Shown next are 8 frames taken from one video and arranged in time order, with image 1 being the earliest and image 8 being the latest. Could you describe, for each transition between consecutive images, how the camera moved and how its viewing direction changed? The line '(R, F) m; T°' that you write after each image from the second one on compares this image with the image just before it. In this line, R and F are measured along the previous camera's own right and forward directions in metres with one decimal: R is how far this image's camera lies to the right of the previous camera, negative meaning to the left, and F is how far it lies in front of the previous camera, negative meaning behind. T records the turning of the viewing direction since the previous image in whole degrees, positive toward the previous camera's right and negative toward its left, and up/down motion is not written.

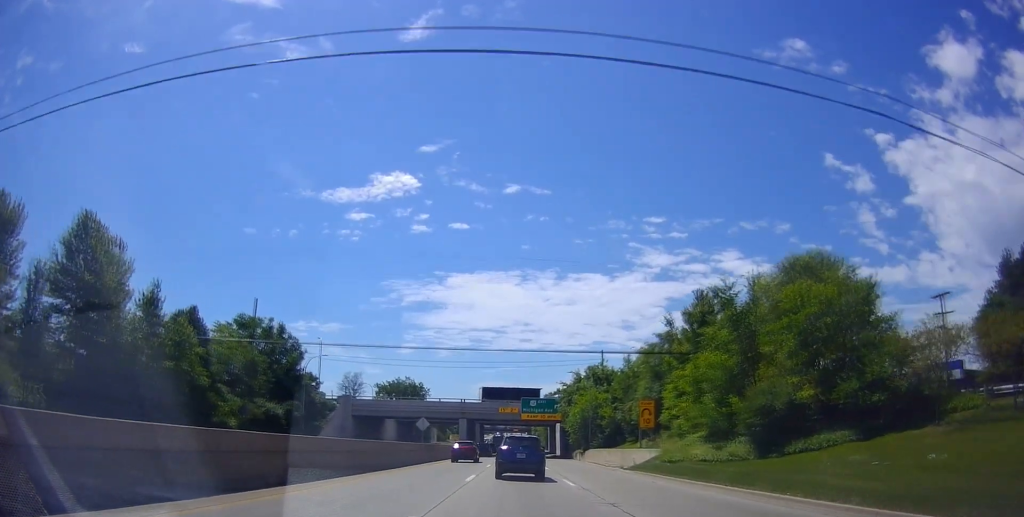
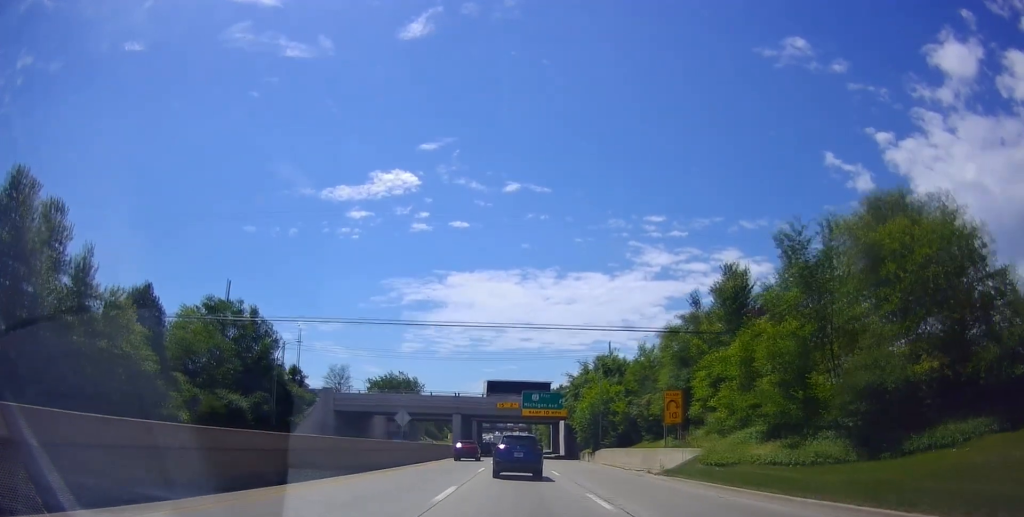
(-0.2, +7.7) m; 0°
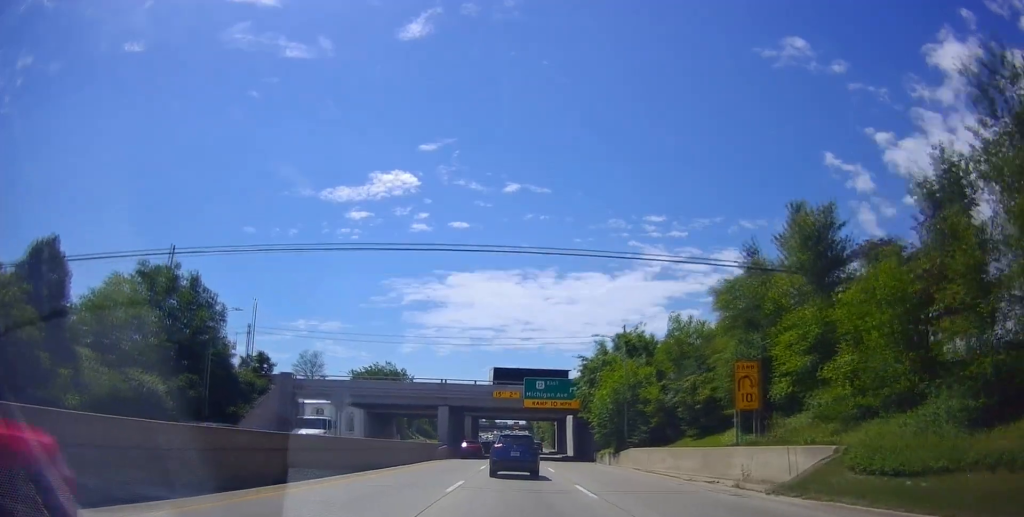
(+0.2, +12.7) m; +1°
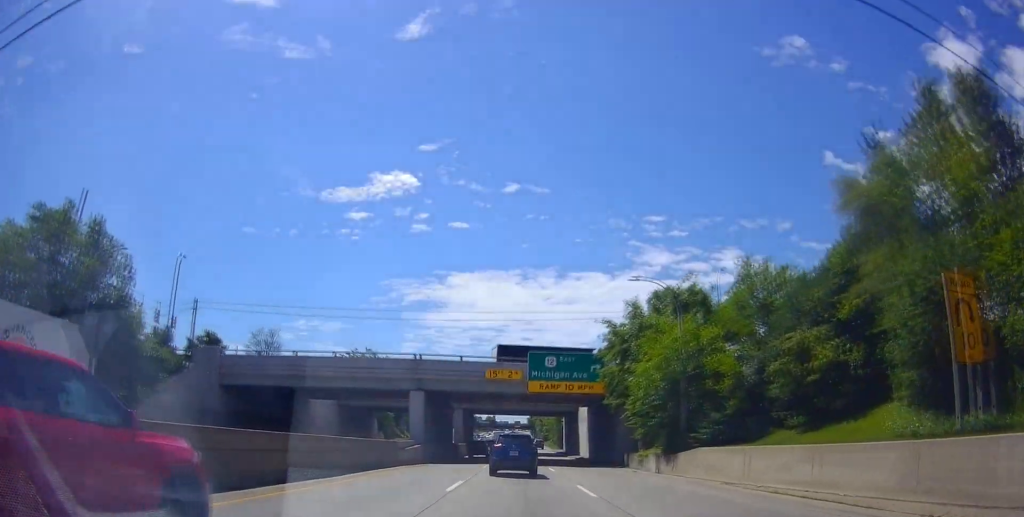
(+0.2, +15.1) m; 0°
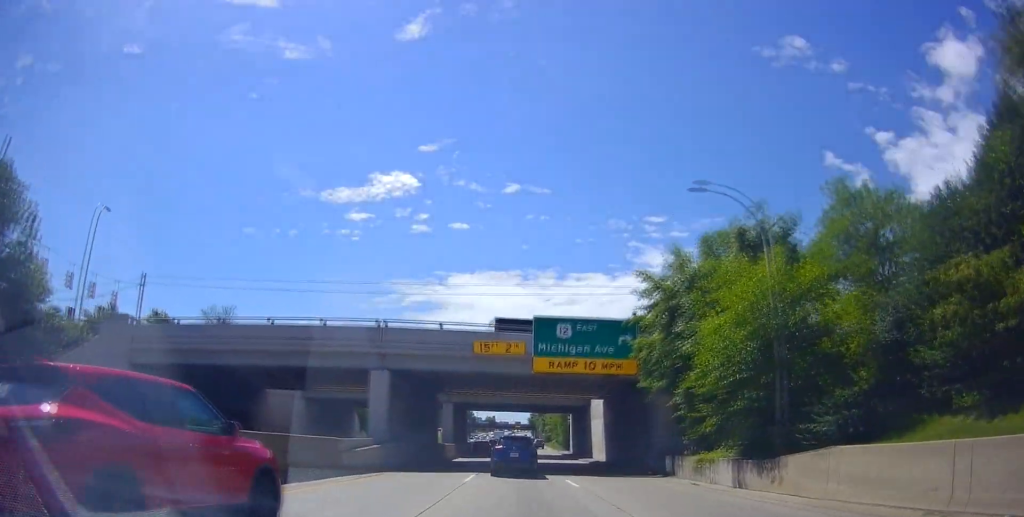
(-0.1, +11.3) m; 0°
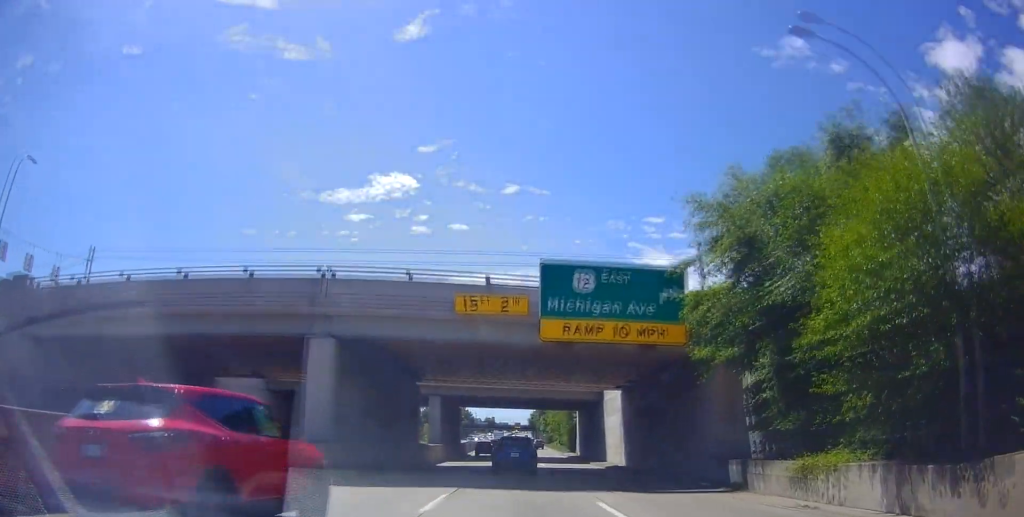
(-0.3, +9.1) m; +1°
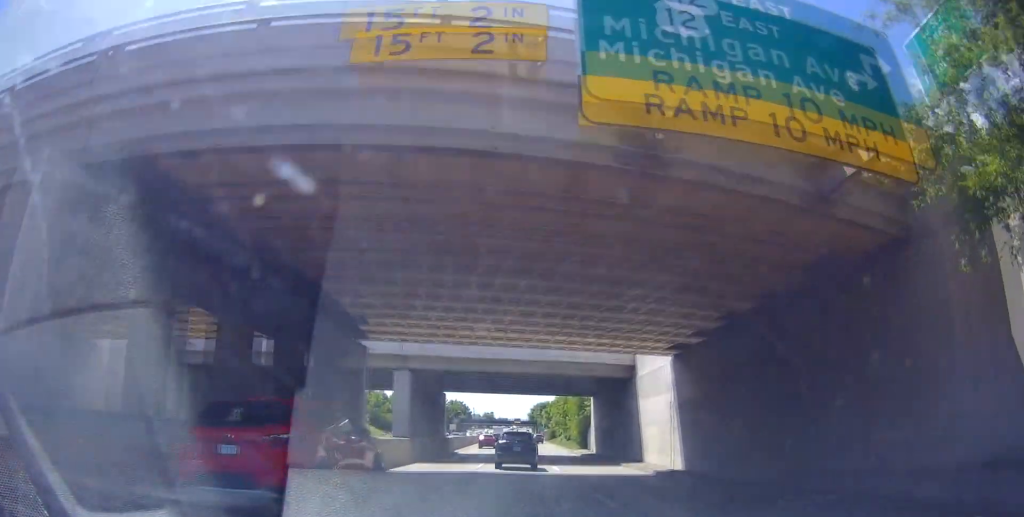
(+0.5, +14.1) m; +1°
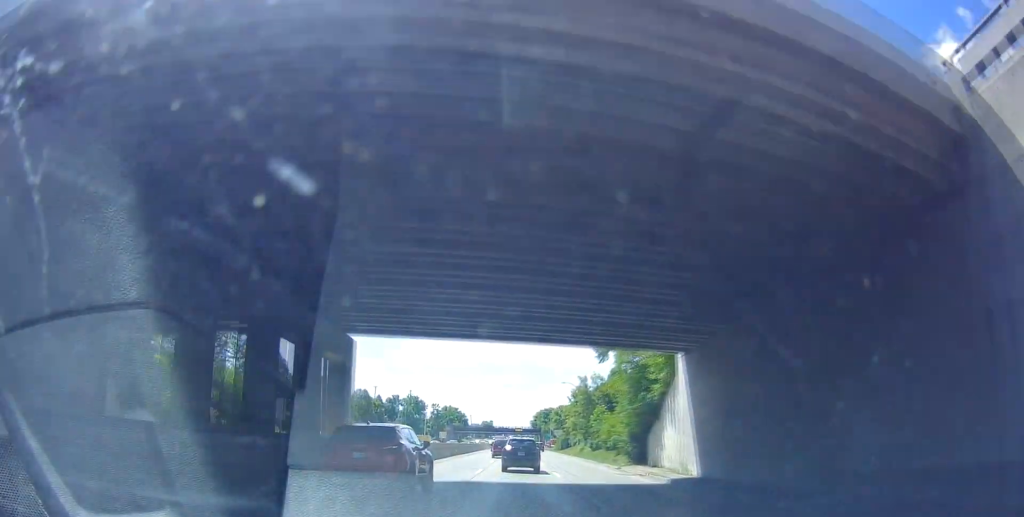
(-0.3, +30.4) m; 0°
